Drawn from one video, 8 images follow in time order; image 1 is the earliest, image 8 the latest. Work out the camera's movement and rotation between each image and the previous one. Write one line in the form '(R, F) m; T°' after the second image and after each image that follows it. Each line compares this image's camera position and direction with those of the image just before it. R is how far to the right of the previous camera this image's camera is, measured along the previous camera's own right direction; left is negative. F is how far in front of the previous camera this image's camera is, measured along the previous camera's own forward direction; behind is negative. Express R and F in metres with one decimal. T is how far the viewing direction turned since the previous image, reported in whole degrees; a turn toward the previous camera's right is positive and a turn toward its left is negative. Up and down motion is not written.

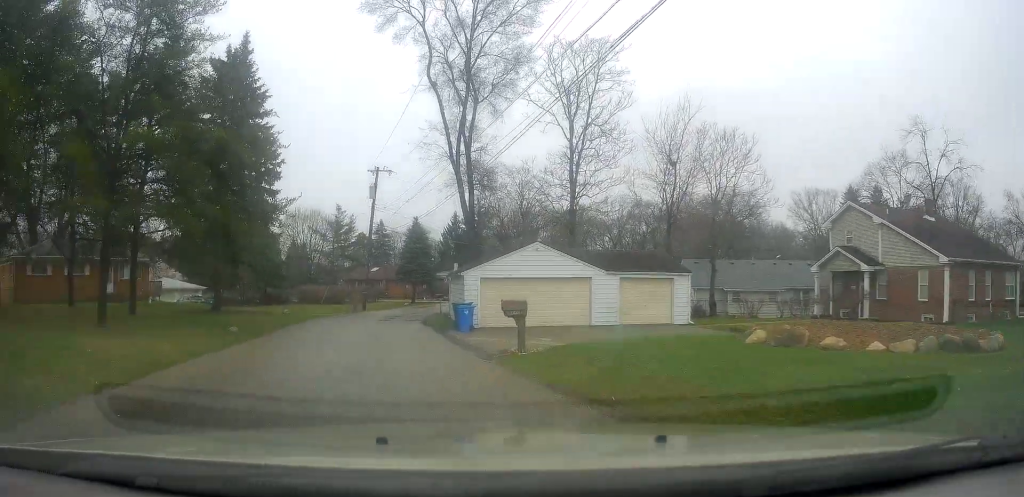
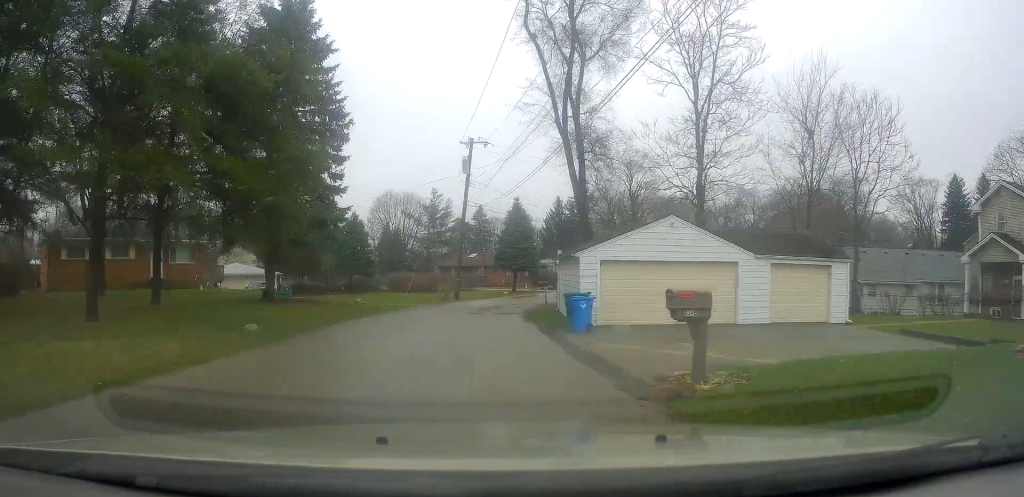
(-0.5, +5.6) m; -9°
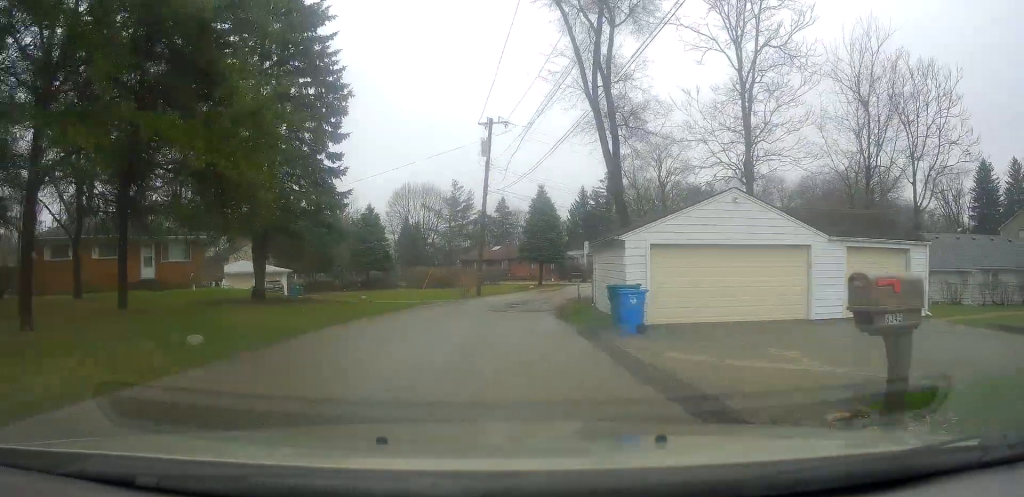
(-0.1, +3.4) m; -5°
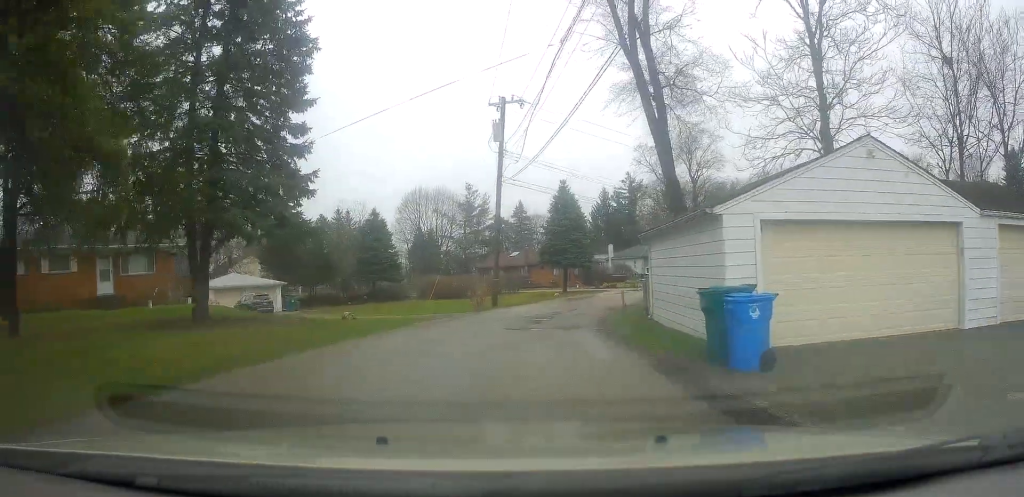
(-0.4, +5.7) m; -4°
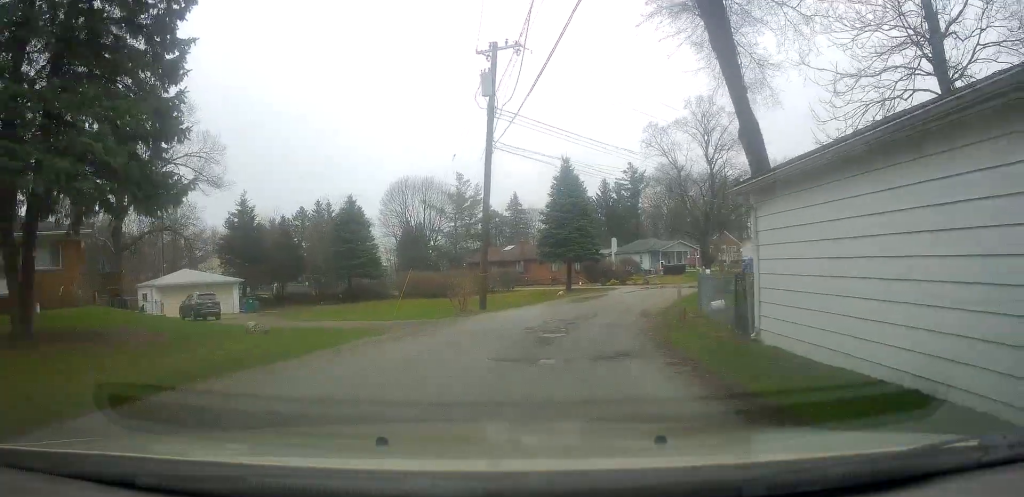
(-0.1, +7.1) m; +2°
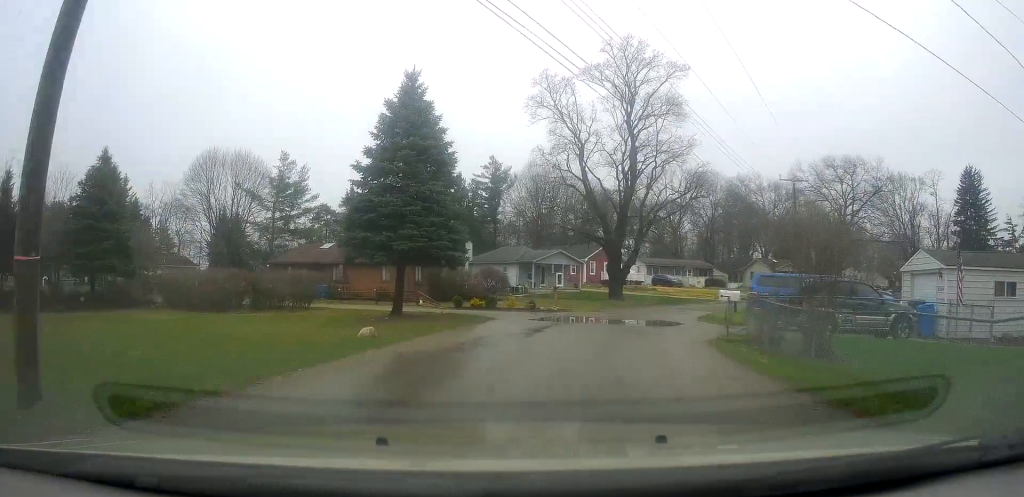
(+2.5, +19.6) m; +13°
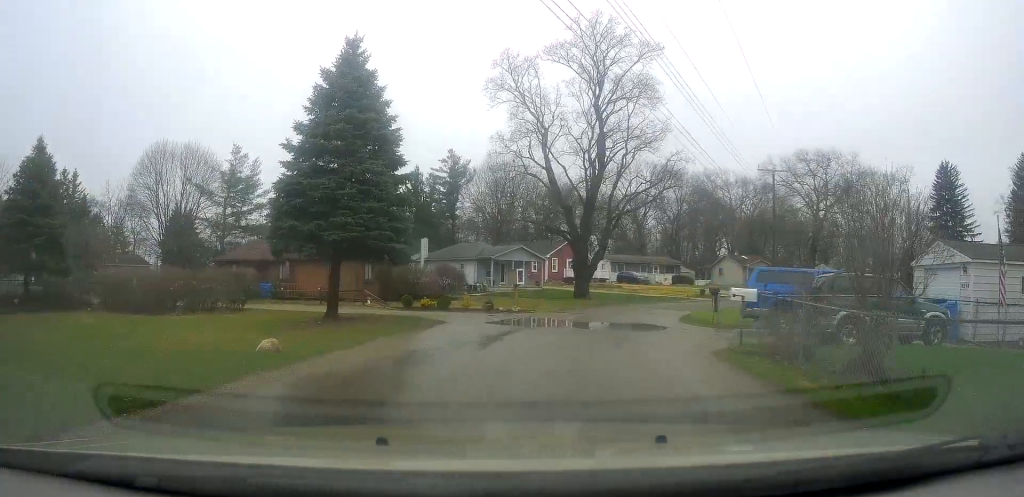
(0.0, +3.3) m; +3°
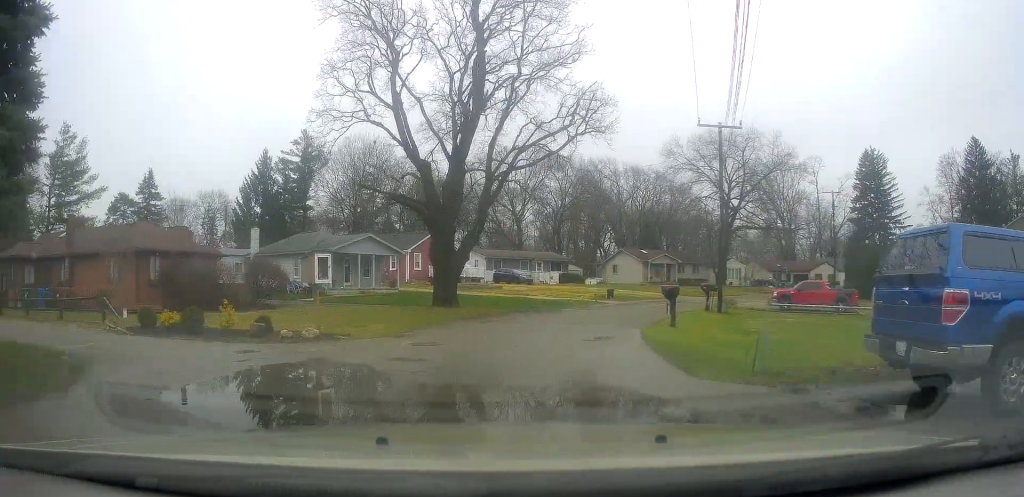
(+1.5, +12.7) m; +14°
